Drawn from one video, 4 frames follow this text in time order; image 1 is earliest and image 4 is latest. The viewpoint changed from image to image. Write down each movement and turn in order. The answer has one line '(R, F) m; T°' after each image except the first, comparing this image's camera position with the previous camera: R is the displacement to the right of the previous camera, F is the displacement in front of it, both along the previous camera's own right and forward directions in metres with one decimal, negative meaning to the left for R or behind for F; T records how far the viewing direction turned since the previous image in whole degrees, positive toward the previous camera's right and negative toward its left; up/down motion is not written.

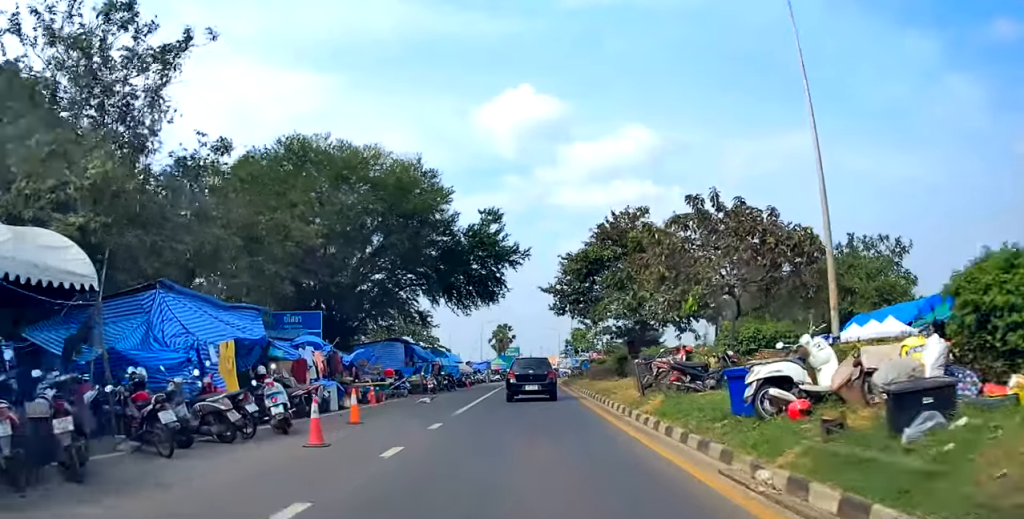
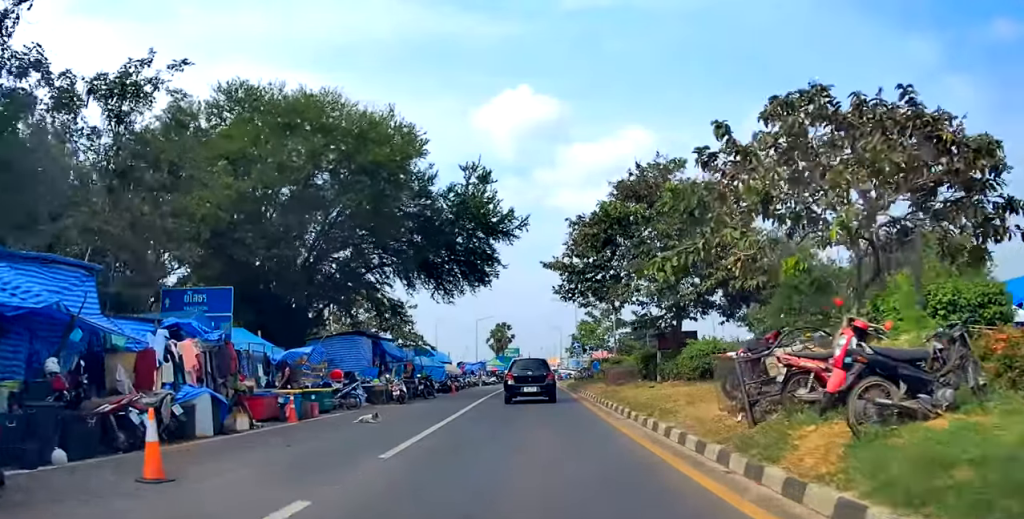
(-0.3, +8.2) m; 0°
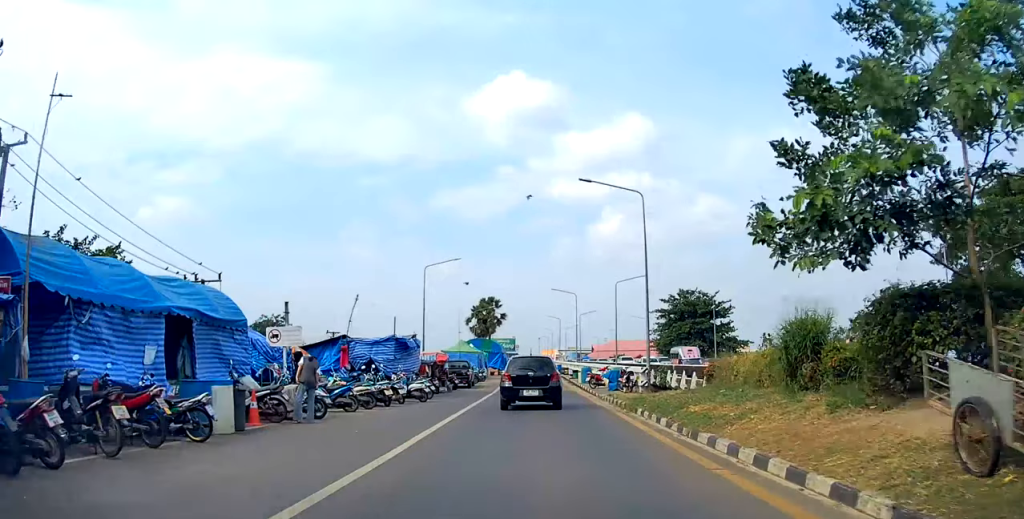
(-1.8, +42.0) m; 0°
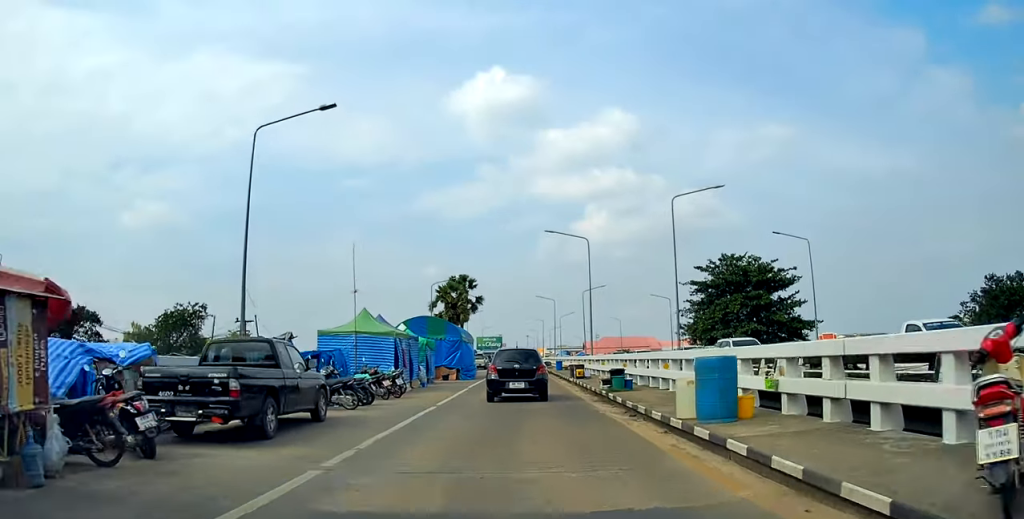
(-0.2, +28.0) m; -4°
